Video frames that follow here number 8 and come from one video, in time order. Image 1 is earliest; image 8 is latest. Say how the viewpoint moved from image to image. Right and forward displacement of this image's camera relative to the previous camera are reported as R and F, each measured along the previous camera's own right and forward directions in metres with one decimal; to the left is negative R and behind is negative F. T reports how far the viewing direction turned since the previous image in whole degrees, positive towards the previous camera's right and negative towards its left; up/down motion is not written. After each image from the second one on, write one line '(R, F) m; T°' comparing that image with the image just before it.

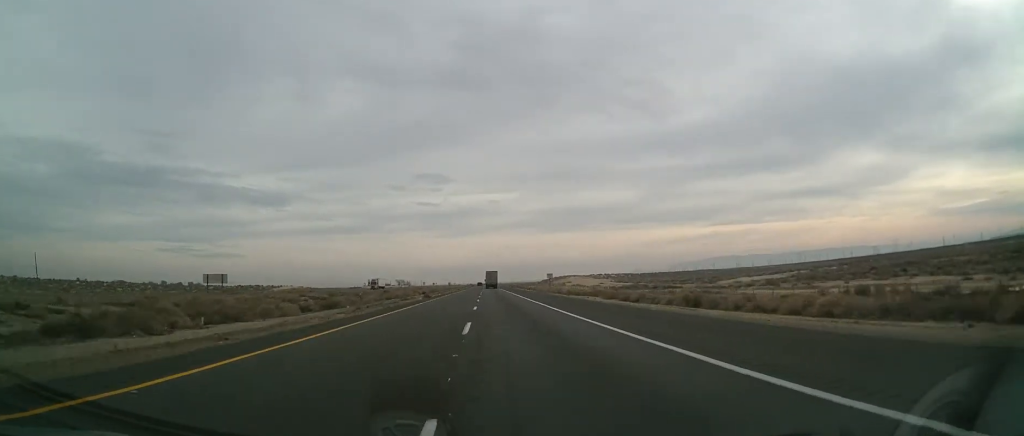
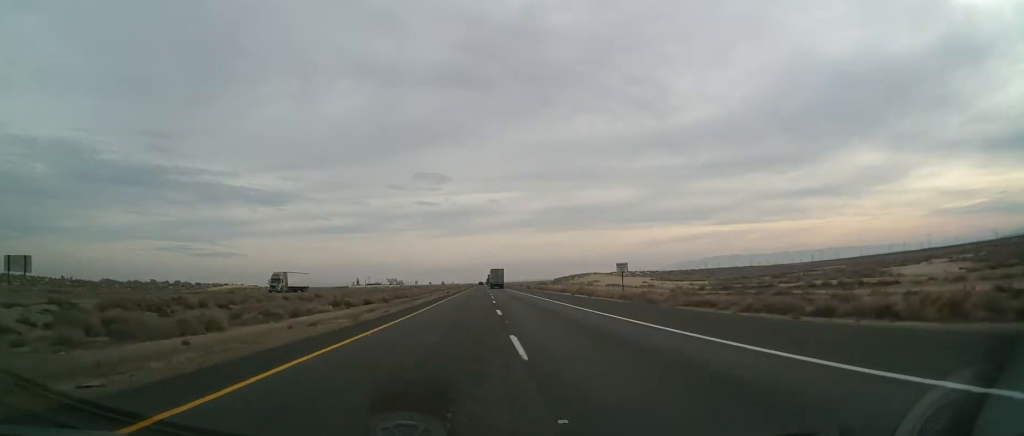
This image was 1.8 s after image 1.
(0.0, +63.7) m; 0°
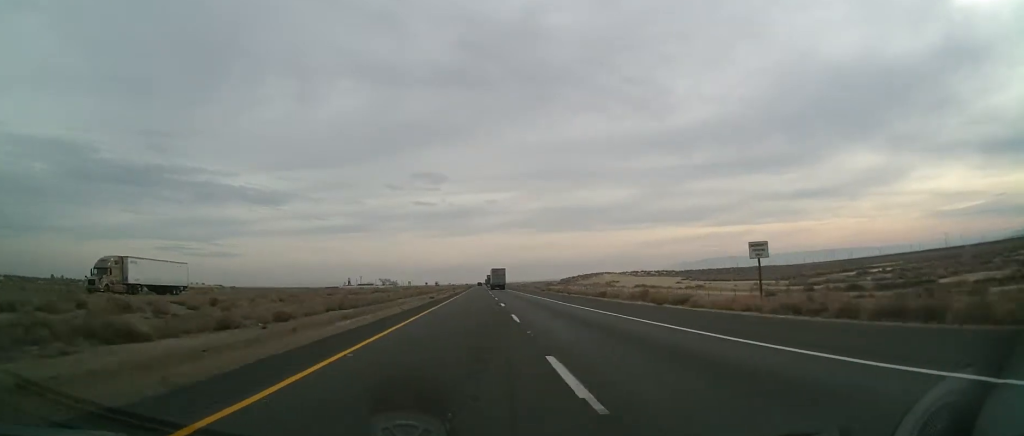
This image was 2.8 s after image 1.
(0.0, +33.4) m; 0°
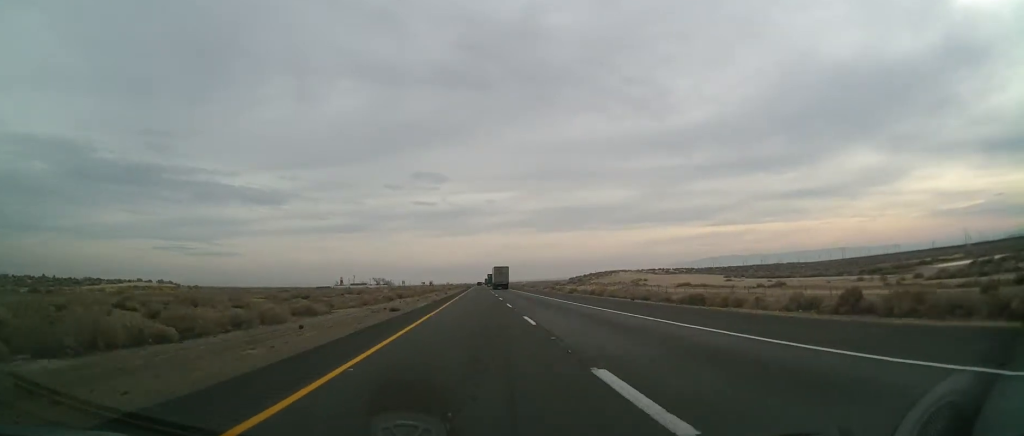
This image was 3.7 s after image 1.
(0.0, +31.0) m; 0°
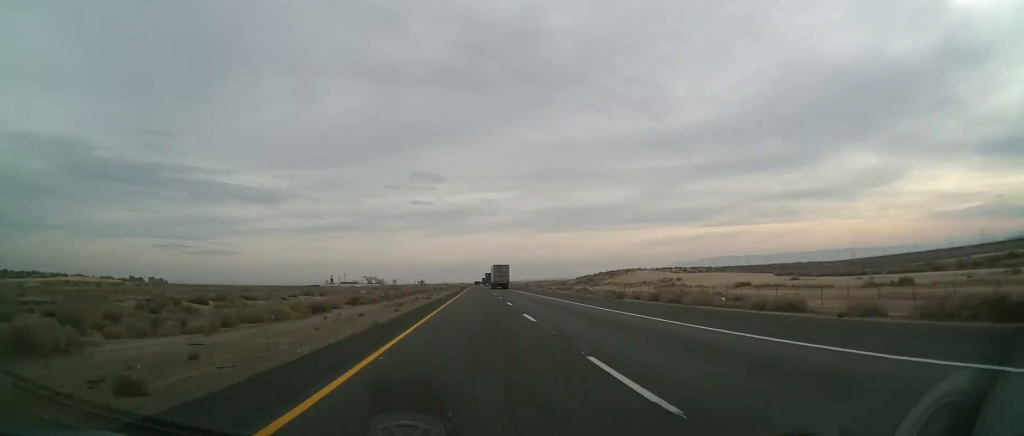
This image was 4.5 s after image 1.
(-0.1, +27.5) m; +1°
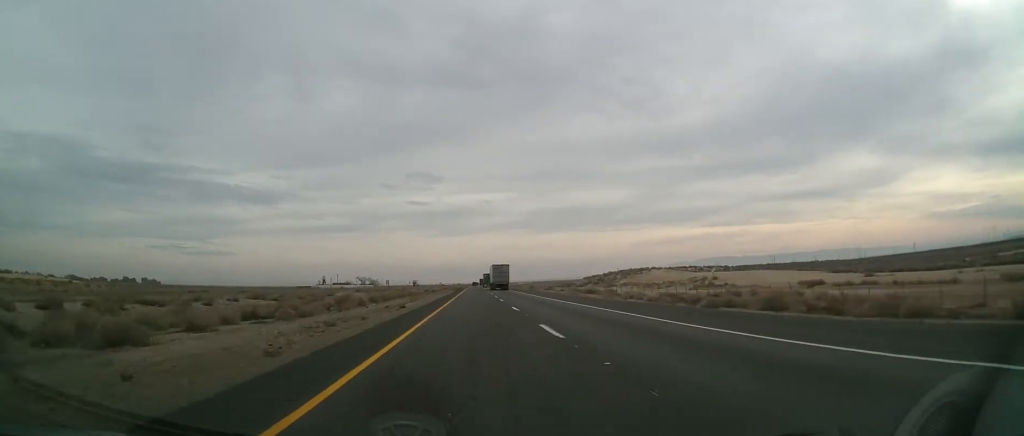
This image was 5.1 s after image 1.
(+0.3, +20.5) m; 0°
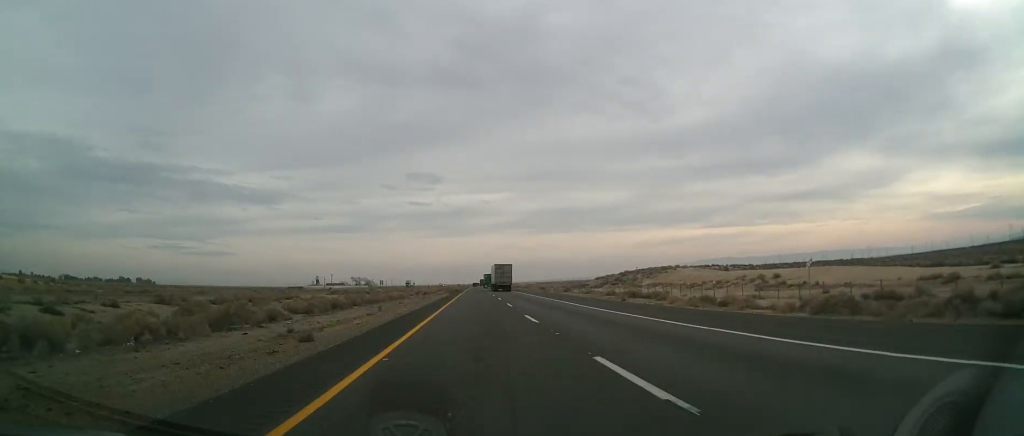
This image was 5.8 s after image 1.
(+0.1, +22.8) m; 0°
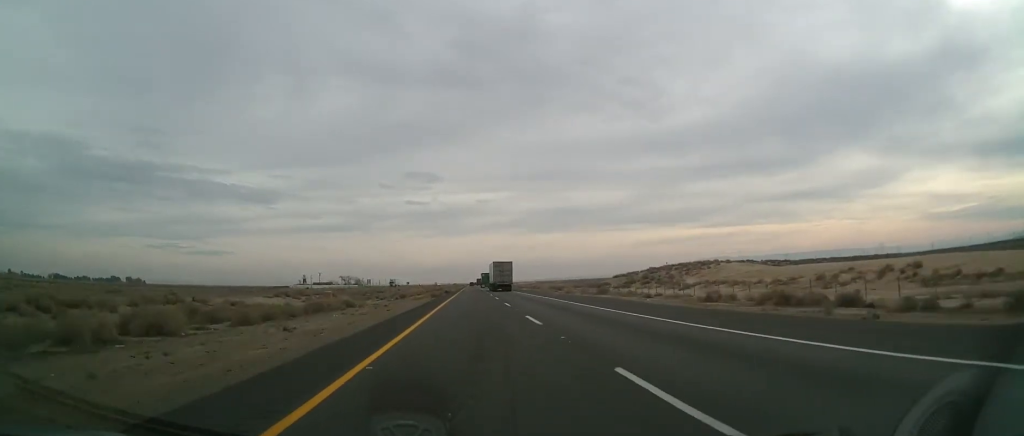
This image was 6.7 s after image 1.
(-0.4, +30.8) m; 0°
